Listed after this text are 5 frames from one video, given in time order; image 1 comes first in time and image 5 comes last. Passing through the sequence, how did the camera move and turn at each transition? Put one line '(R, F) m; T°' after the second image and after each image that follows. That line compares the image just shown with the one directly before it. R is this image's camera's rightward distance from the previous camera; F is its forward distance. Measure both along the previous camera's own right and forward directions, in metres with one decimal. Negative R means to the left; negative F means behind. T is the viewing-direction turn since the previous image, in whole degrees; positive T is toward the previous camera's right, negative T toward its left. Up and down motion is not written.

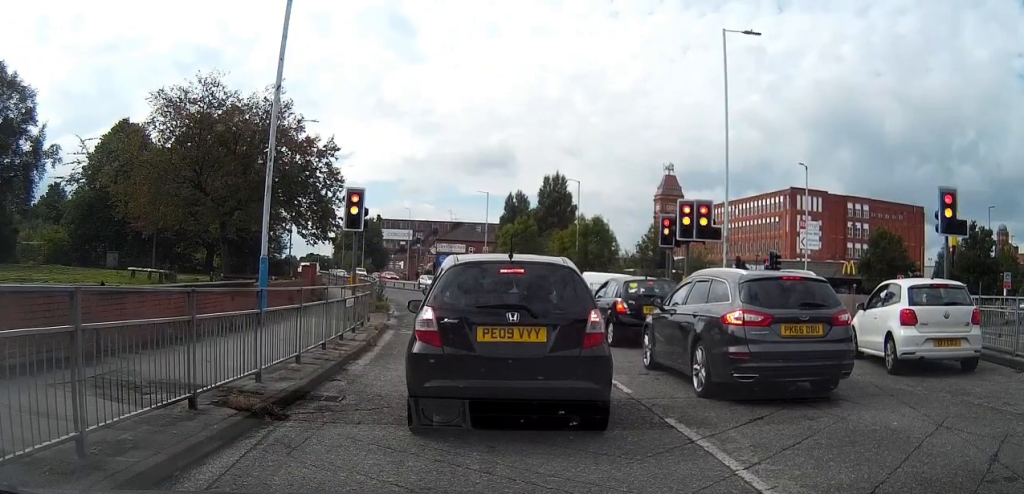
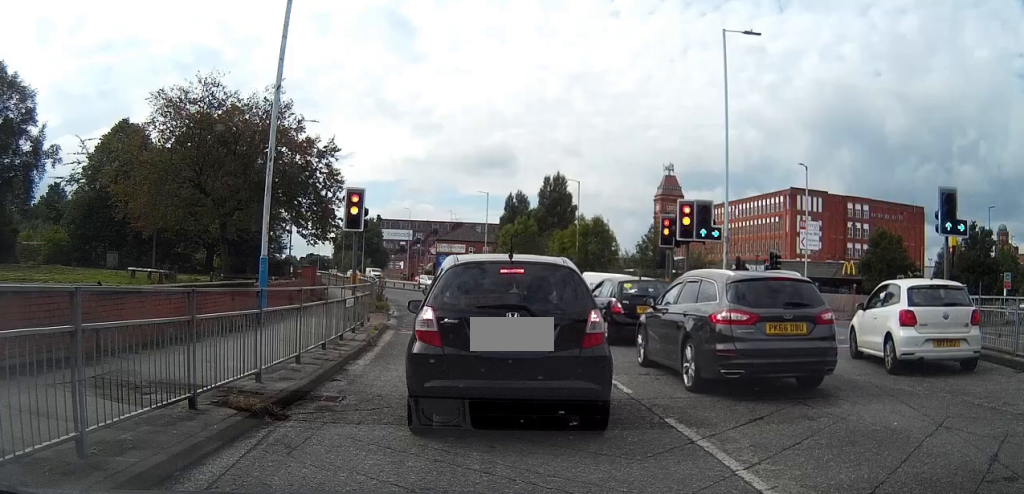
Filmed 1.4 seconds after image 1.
(+0.1, +0.5) m; 0°
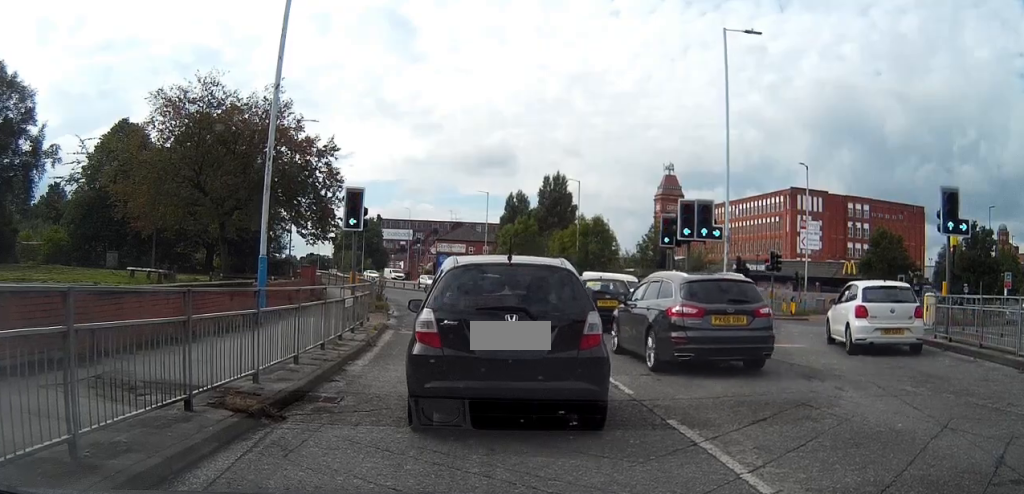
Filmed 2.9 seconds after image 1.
(+0.2, +0.7) m; 0°
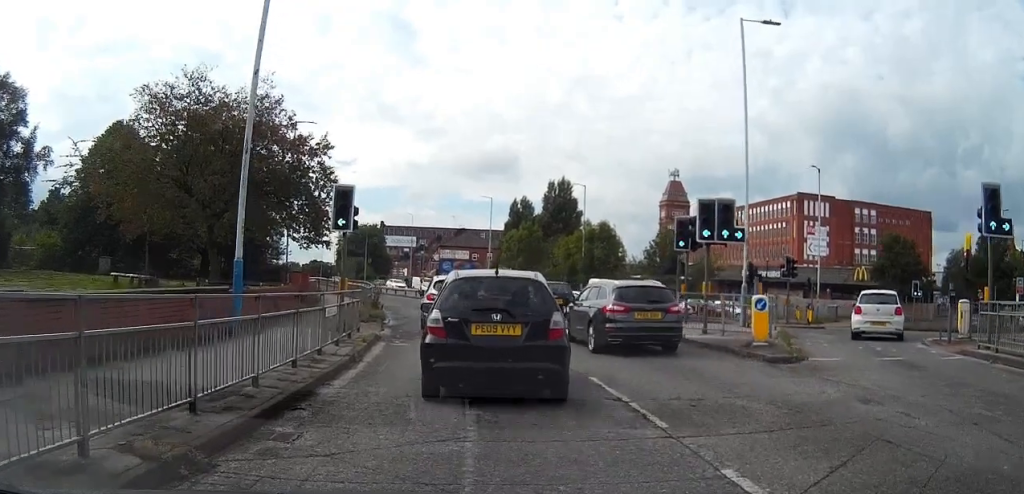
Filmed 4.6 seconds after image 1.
(-0.1, +1.7) m; -5°
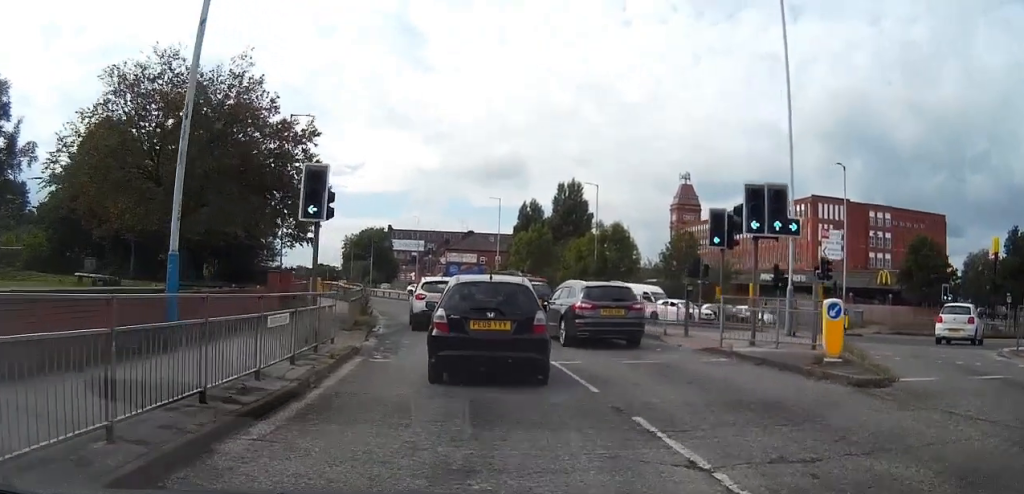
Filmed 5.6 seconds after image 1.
(0.0, +2.8) m; -1°
